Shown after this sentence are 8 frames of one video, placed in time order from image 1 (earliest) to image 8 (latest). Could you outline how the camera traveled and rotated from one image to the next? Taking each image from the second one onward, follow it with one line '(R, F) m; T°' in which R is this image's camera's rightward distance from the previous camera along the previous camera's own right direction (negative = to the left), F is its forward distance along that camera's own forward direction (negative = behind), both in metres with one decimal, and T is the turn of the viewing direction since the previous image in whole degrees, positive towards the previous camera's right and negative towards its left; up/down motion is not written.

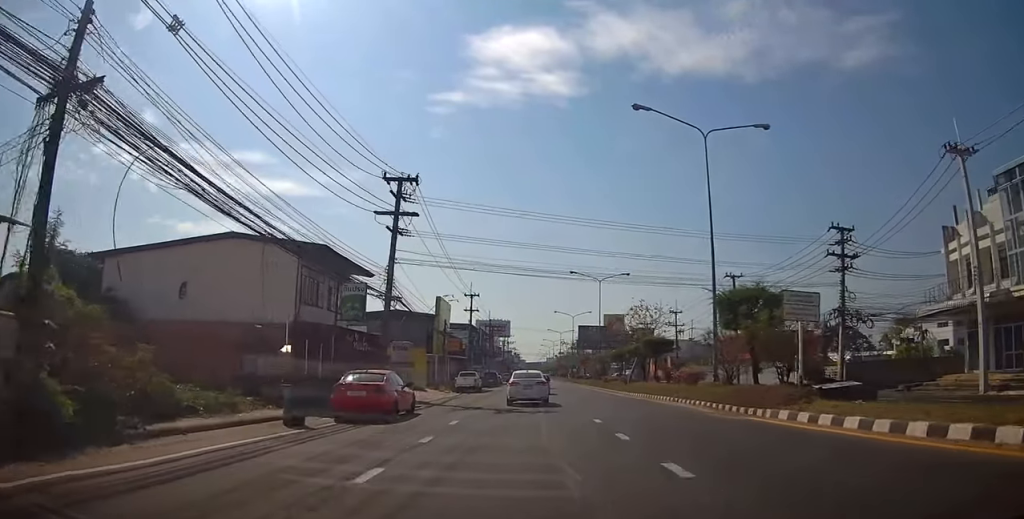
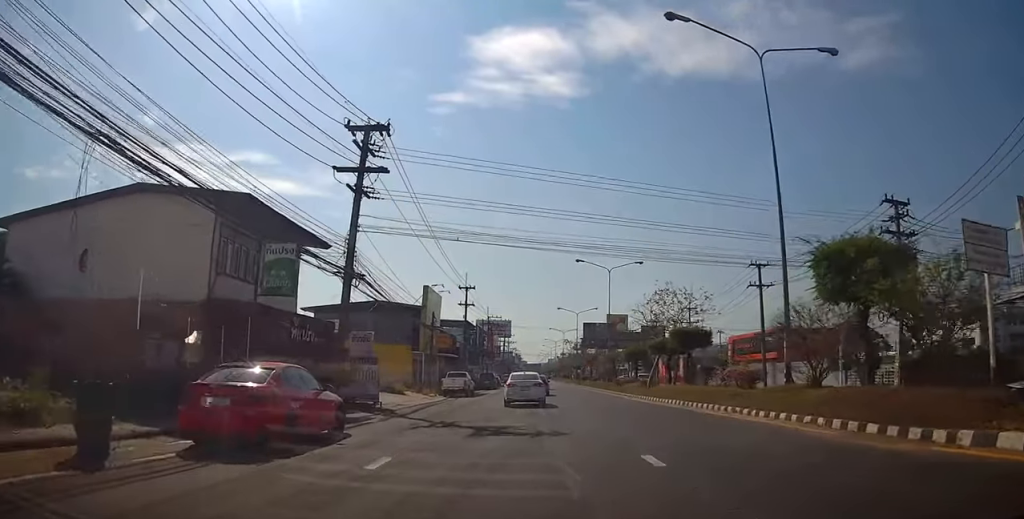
(+0.1, +5.9) m; +1°
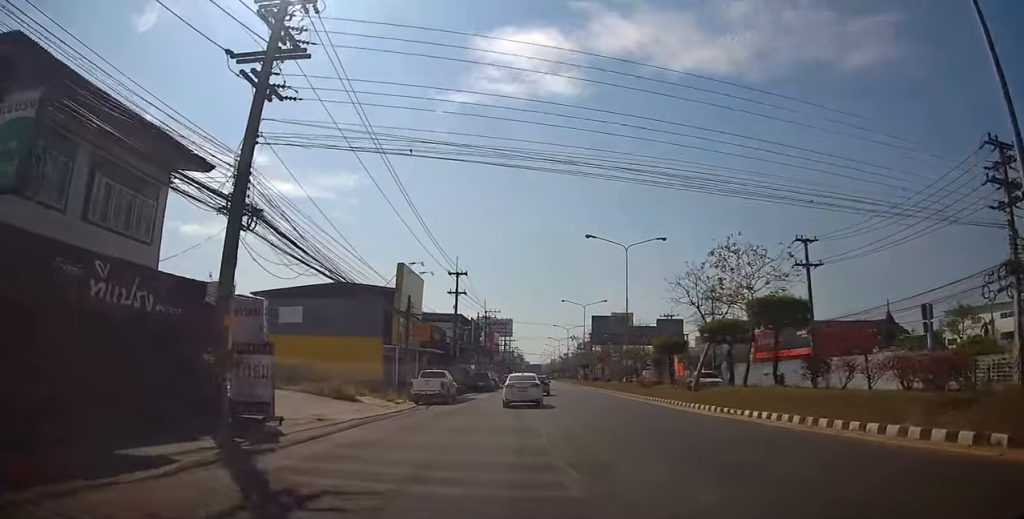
(+0.1, +8.5) m; +1°
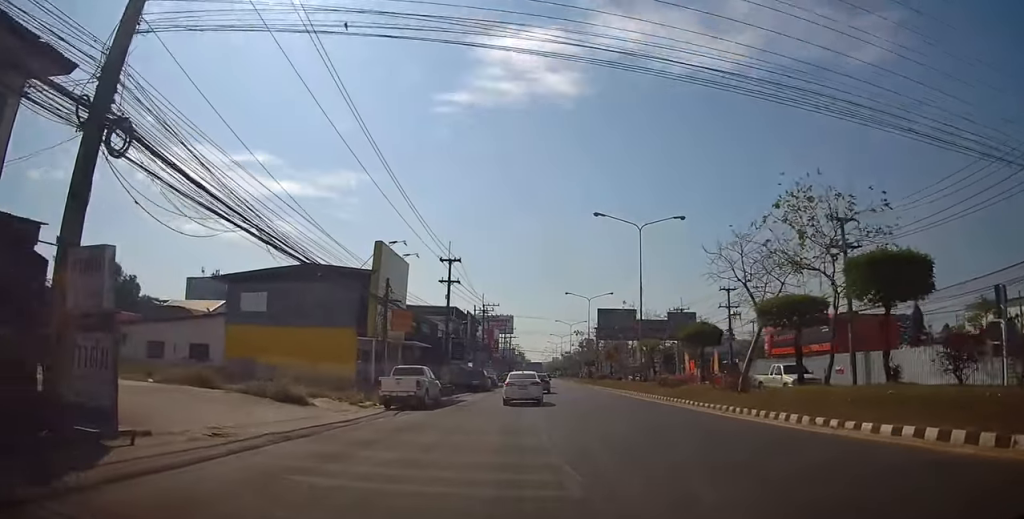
(+0.1, +5.3) m; 0°
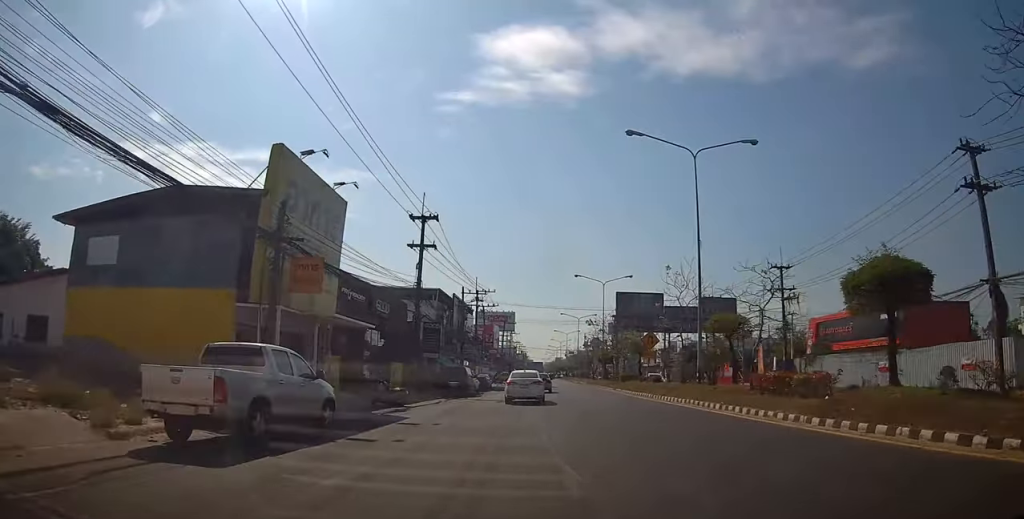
(0.0, +12.8) m; -3°
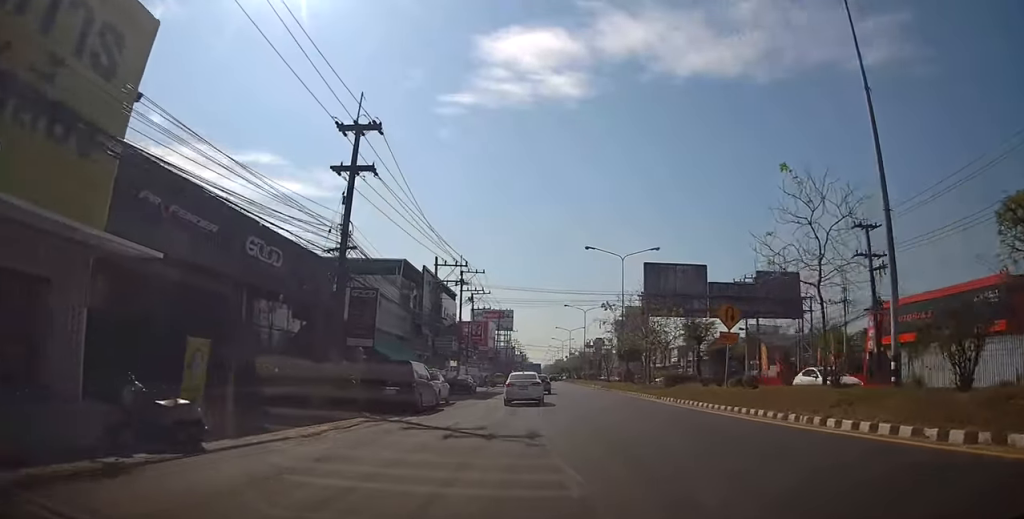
(-0.6, +13.7) m; 0°
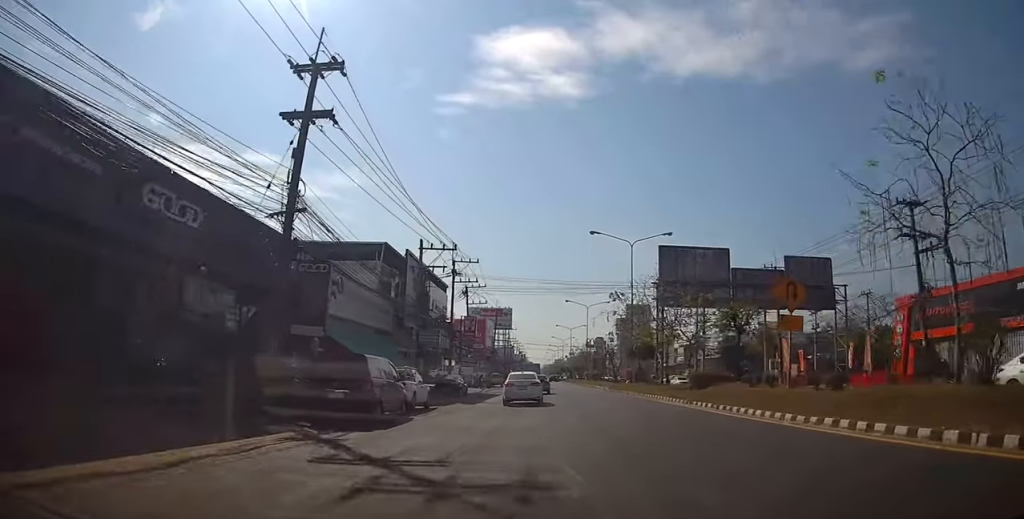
(+0.2, +4.9) m; +2°
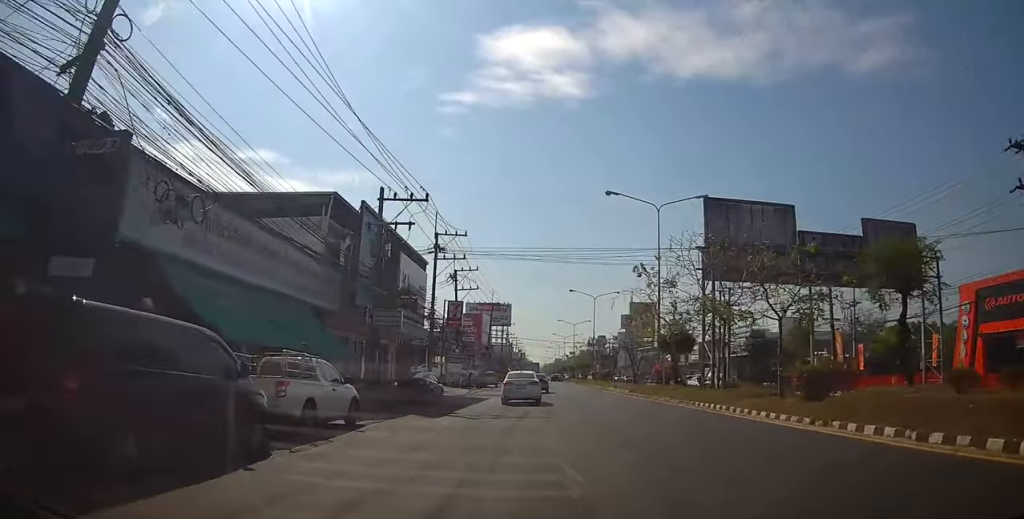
(+0.2, +9.1) m; +2°
